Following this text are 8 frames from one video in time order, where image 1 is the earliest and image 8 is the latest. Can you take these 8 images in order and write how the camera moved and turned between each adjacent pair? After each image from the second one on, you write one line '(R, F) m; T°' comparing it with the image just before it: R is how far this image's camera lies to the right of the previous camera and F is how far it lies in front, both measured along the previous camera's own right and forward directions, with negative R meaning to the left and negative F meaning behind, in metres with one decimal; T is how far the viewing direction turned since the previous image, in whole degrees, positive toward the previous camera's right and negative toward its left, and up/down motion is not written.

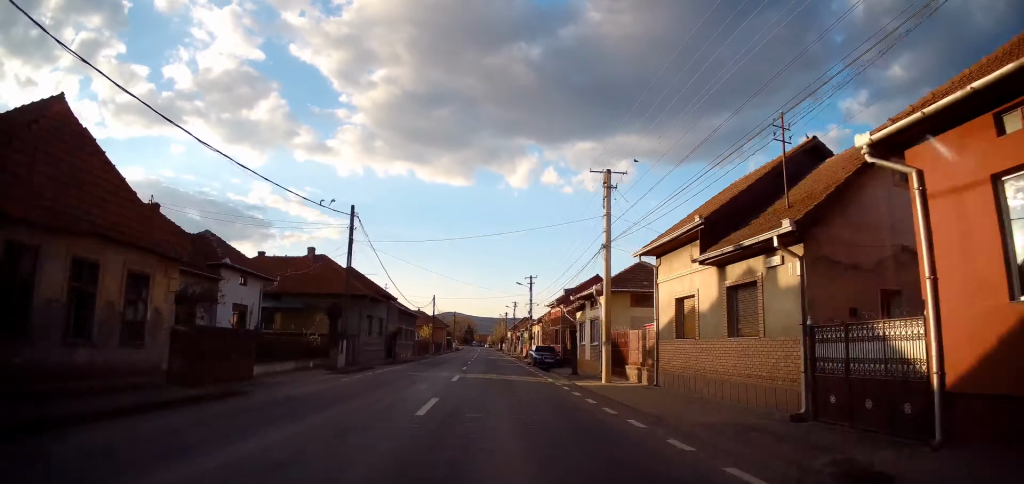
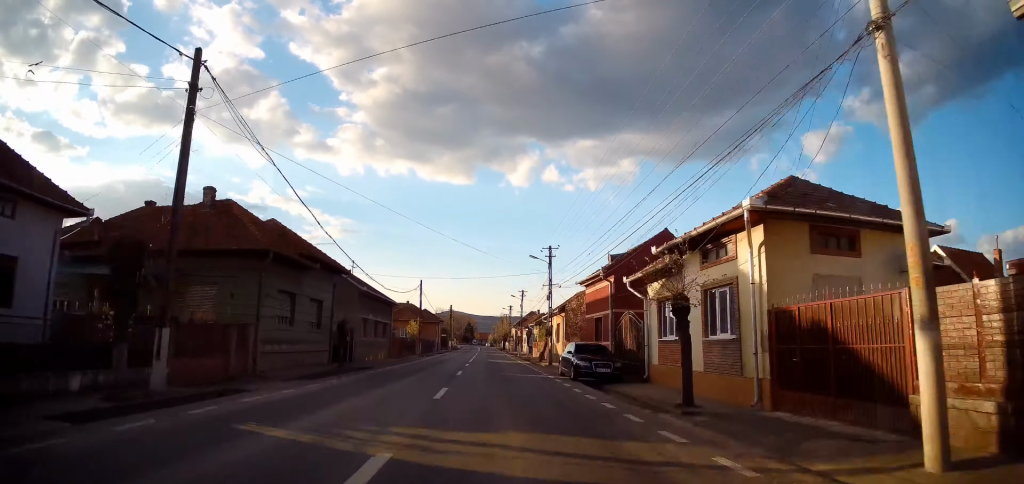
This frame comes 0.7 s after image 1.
(0.0, +15.8) m; 0°
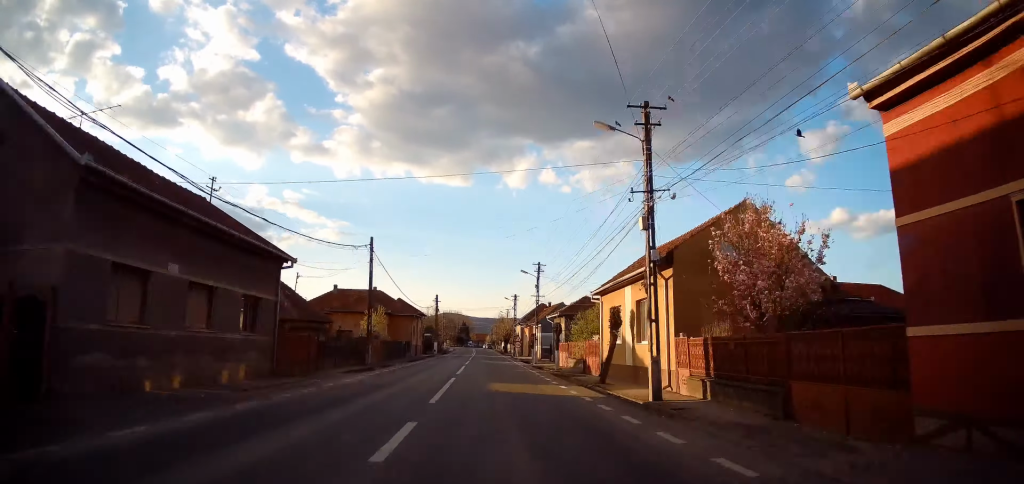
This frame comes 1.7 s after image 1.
(-0.1, +24.6) m; 0°
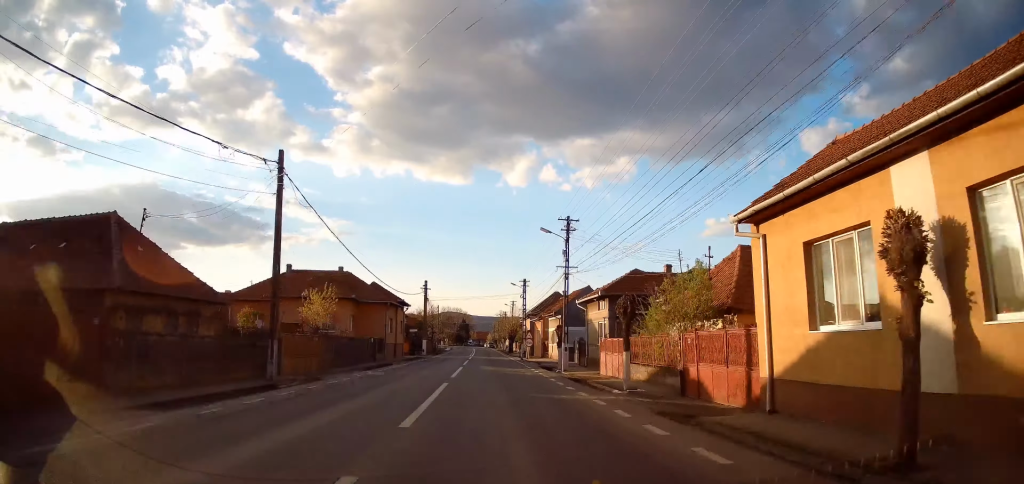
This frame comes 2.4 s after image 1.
(0.0, +15.9) m; 0°
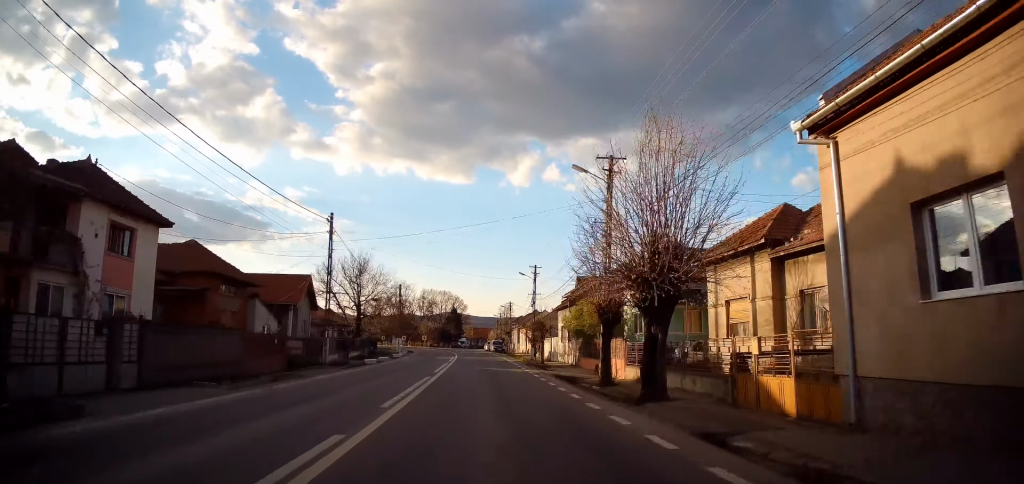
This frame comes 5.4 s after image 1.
(+0.4, +70.4) m; +1°
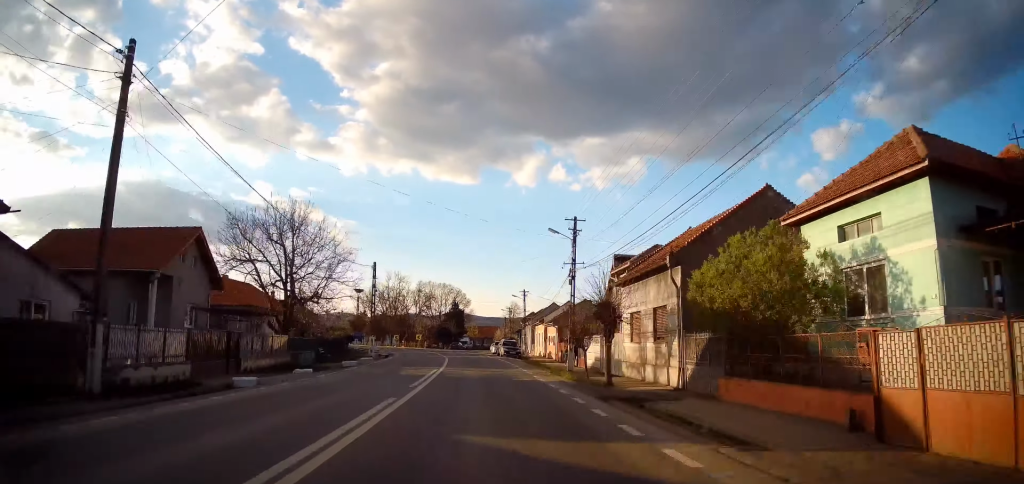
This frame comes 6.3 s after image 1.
(+0.1, +19.8) m; -1°
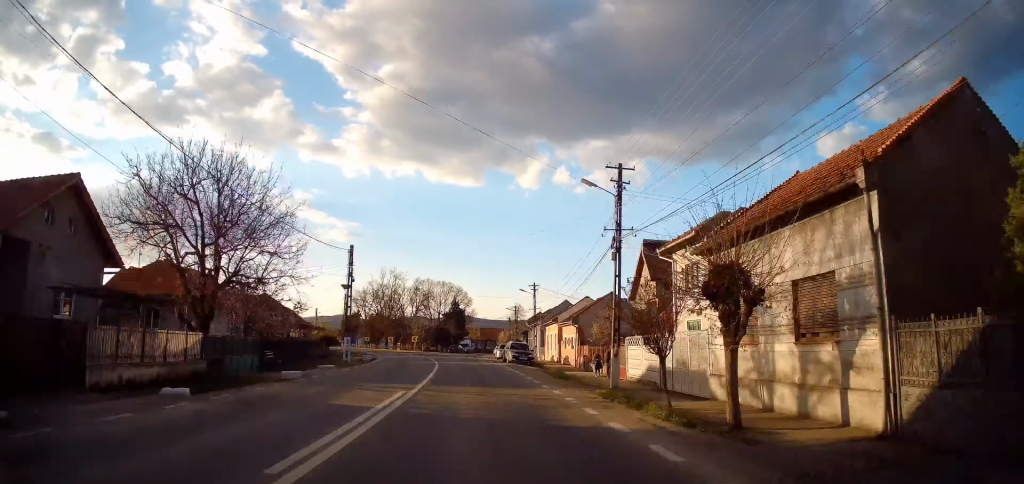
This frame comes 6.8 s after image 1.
(-0.3, +10.0) m; 0°
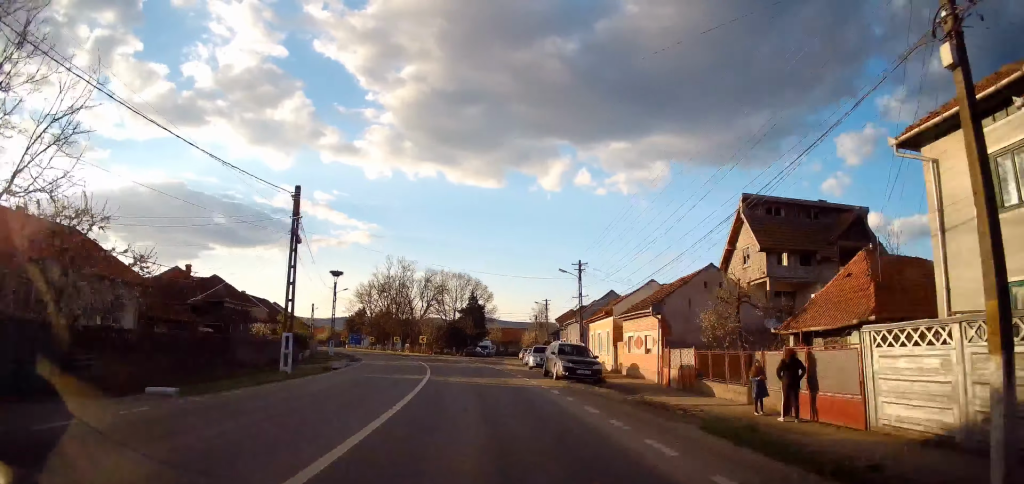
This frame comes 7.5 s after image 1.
(0.0, +16.1) m; -1°
